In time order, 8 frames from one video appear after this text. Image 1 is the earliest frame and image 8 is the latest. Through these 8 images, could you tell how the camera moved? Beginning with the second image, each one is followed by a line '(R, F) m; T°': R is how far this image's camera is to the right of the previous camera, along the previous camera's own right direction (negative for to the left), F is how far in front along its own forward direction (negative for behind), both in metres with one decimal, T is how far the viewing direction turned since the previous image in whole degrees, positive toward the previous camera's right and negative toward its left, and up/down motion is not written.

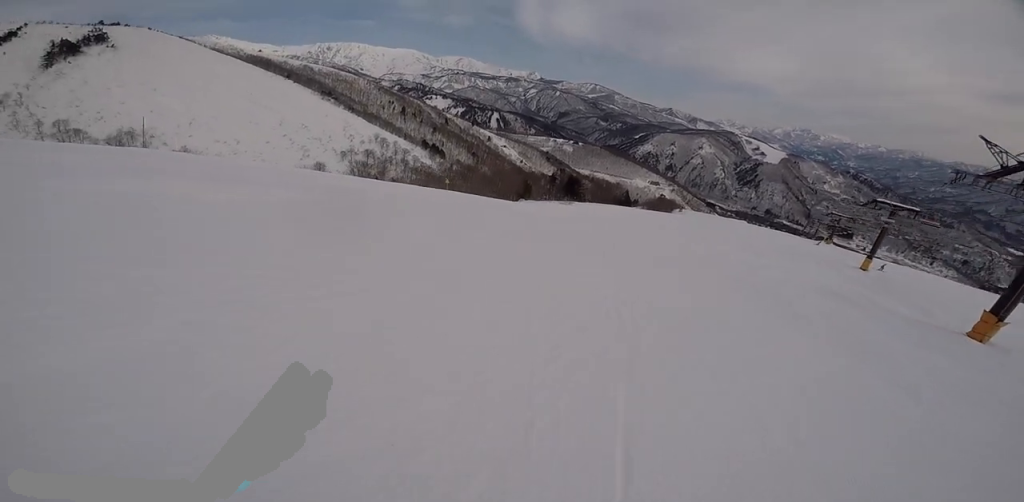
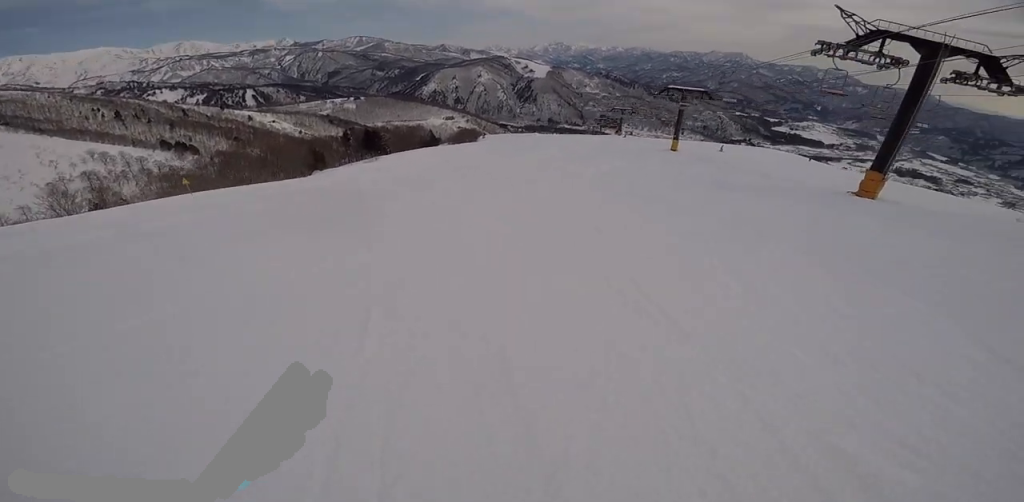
(+1.0, +8.5) m; +24°
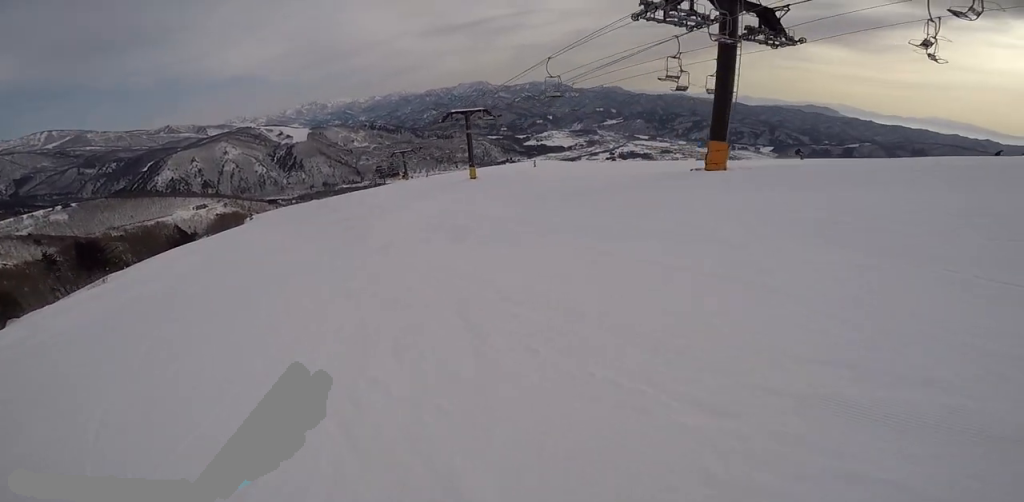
(+2.1, +6.7) m; +31°
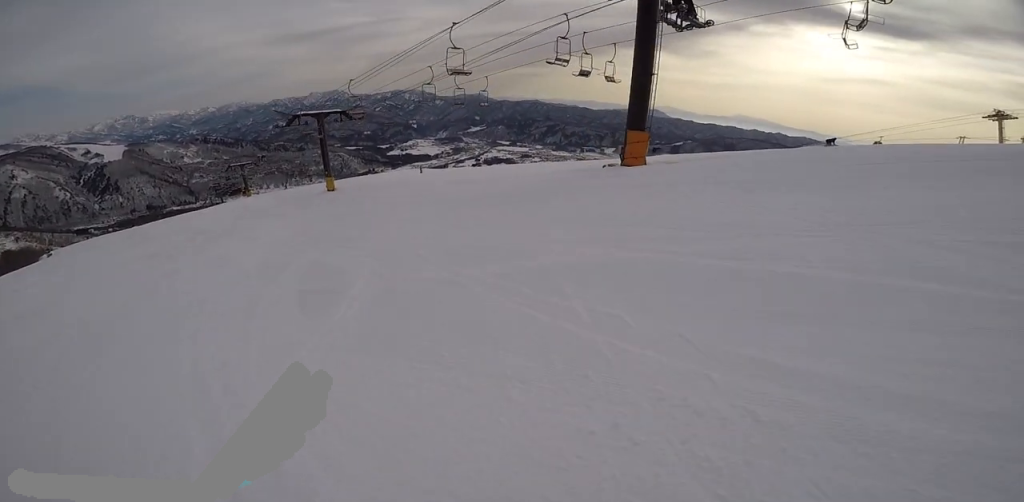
(+0.9, +4.7) m; +12°
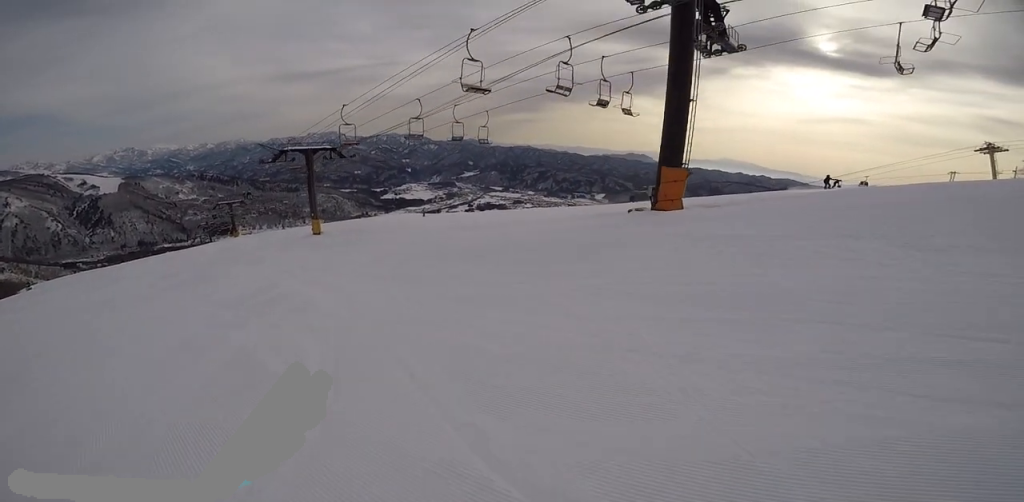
(+0.2, +3.1) m; +5°
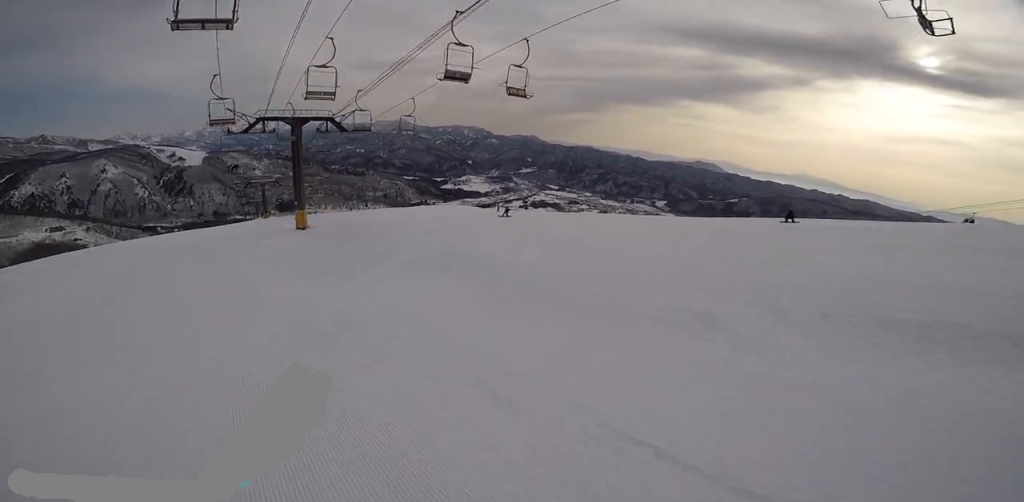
(+0.3, +14.1) m; +4°
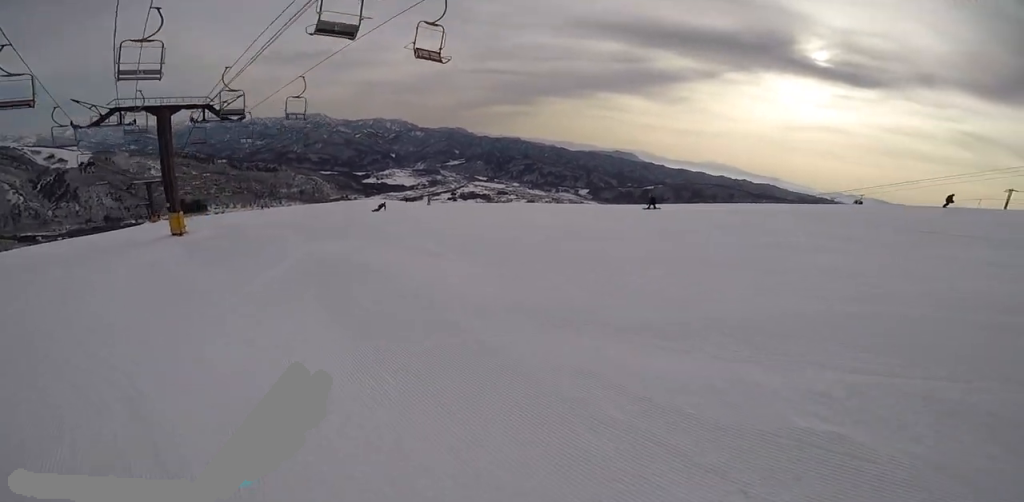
(-0.1, +2.9) m; +8°
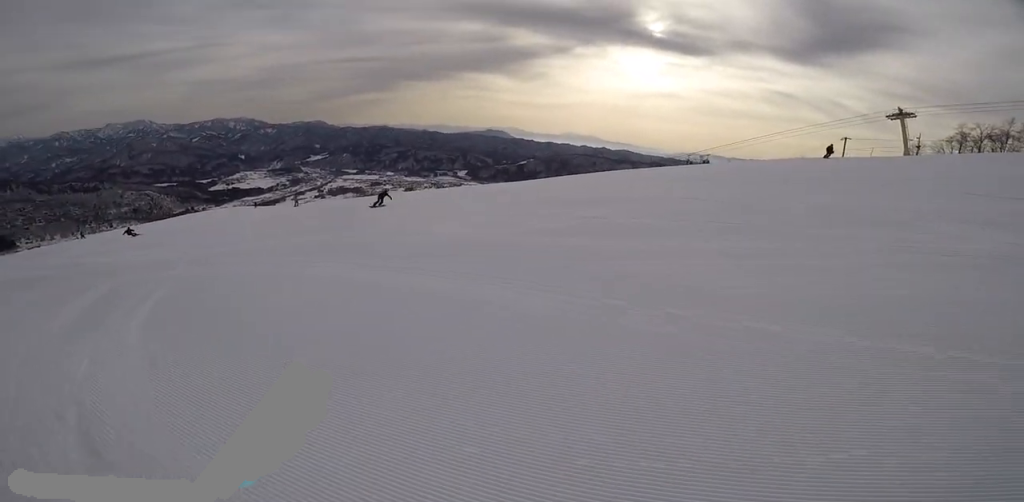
(+1.1, +5.6) m; +17°
